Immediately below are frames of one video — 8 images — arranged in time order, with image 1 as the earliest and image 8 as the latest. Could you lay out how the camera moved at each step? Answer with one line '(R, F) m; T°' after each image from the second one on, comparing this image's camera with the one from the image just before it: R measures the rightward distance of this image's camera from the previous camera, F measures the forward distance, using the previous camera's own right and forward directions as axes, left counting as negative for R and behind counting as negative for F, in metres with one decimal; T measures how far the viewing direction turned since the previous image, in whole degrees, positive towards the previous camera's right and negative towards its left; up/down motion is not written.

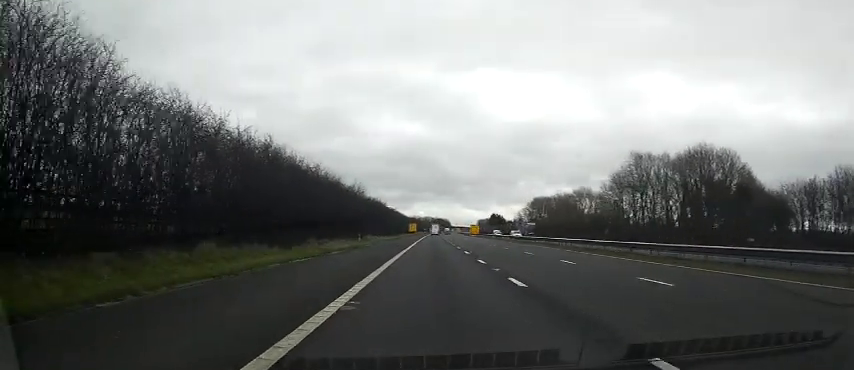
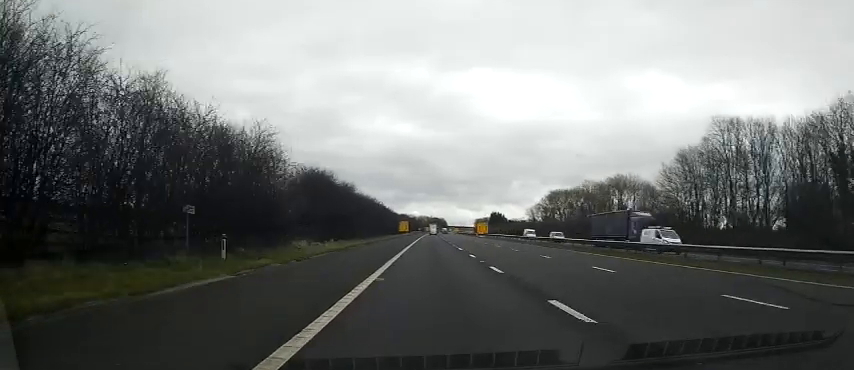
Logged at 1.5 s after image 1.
(+0.4, +31.5) m; -1°
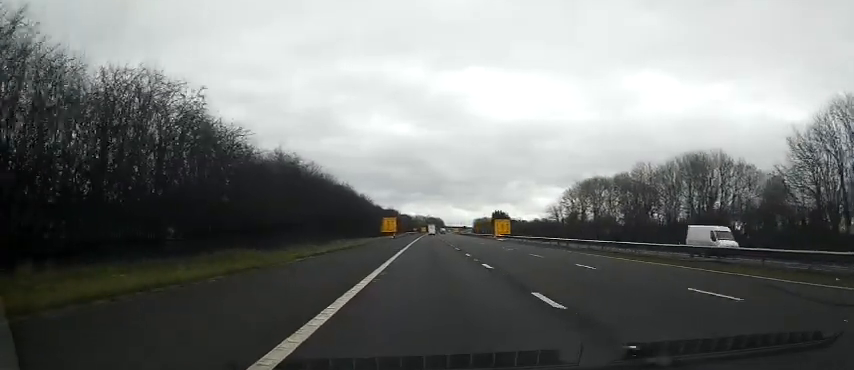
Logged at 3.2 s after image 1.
(+0.4, +34.1) m; +2°
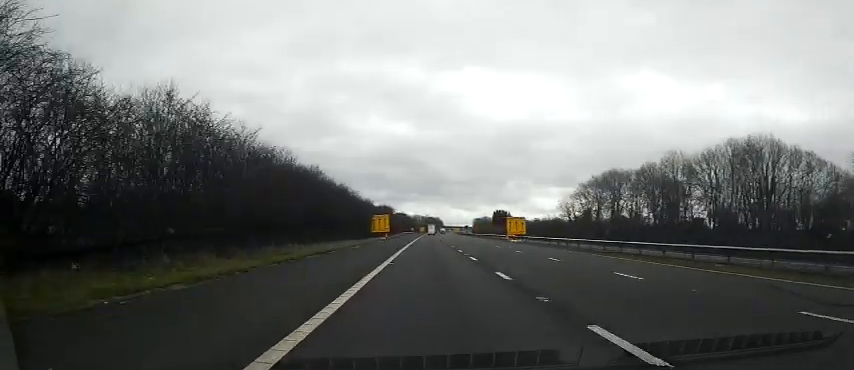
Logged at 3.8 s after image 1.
(+0.2, +12.8) m; 0°
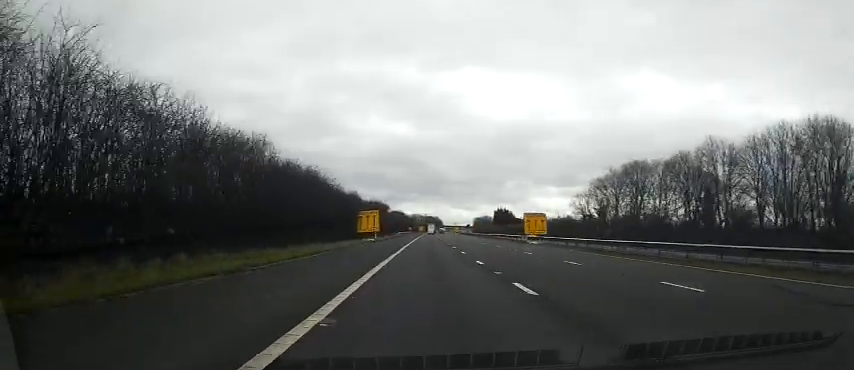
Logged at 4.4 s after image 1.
(-0.2, +12.0) m; -1°
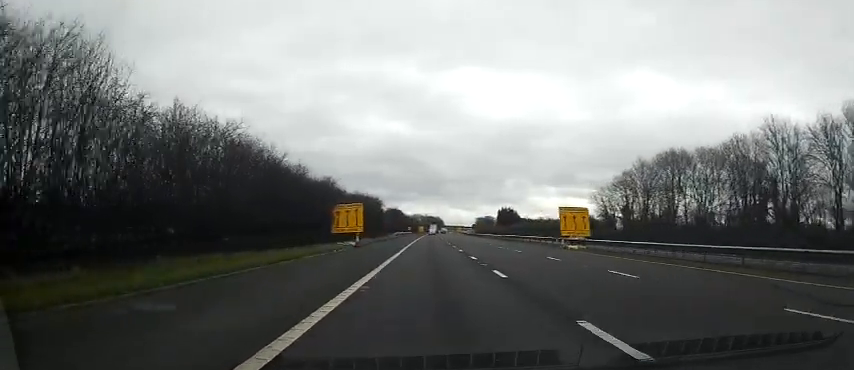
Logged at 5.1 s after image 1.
(0.0, +14.5) m; 0°
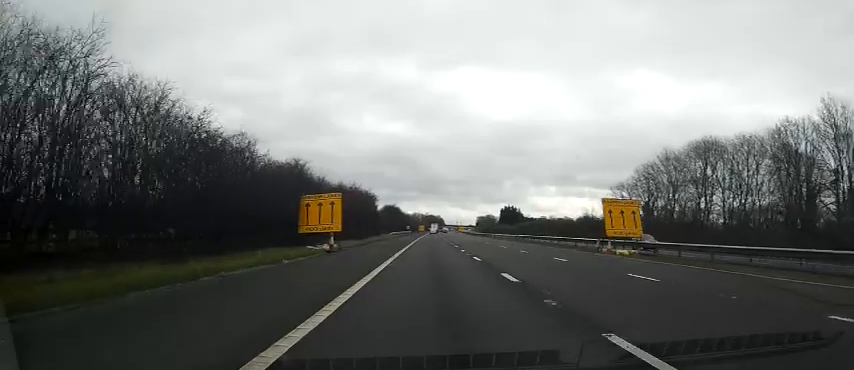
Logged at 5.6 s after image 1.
(0.0, +10.2) m; 0°
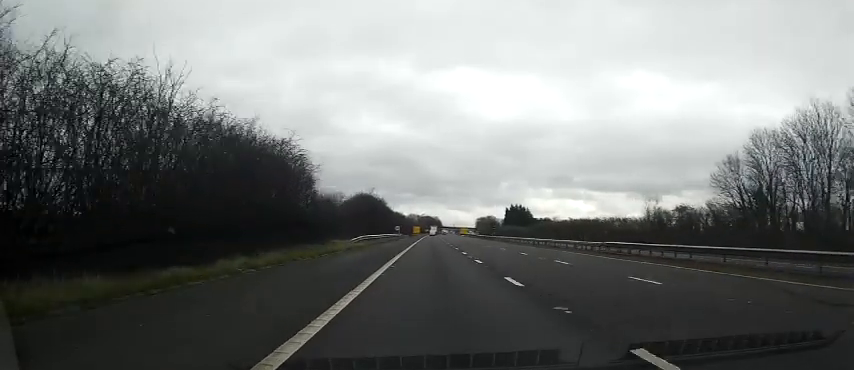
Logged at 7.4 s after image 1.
(+0.8, +36.2) m; +1°
